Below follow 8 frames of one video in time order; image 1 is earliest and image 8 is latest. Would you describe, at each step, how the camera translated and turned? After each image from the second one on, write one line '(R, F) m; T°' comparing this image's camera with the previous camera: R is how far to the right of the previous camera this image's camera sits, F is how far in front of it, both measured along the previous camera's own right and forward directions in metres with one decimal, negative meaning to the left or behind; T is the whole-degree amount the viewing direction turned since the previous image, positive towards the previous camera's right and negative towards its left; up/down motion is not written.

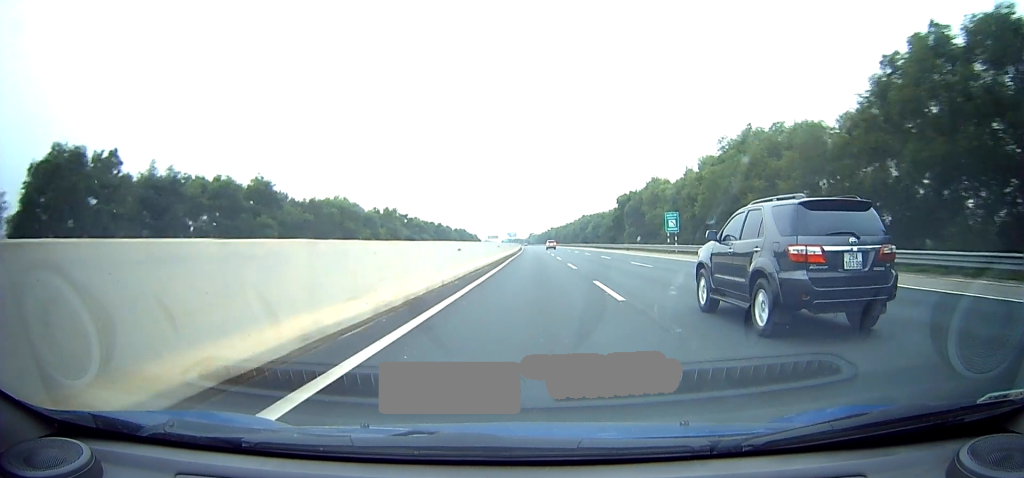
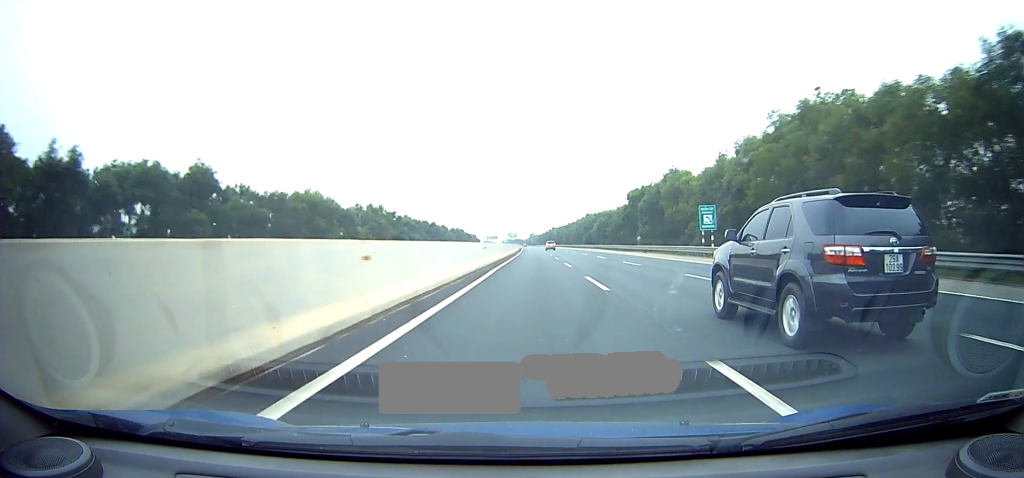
(+0.1, +12.3) m; -1°
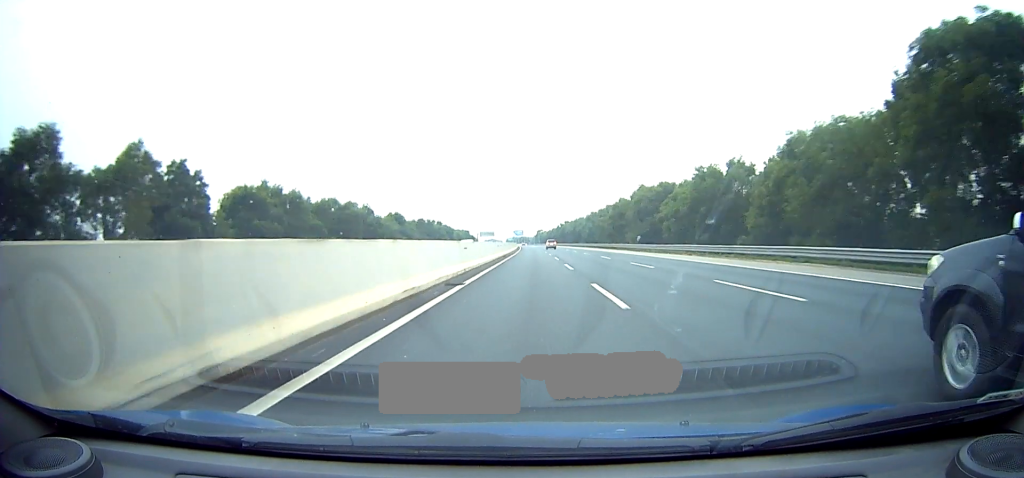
(-1.6, +77.9) m; -2°
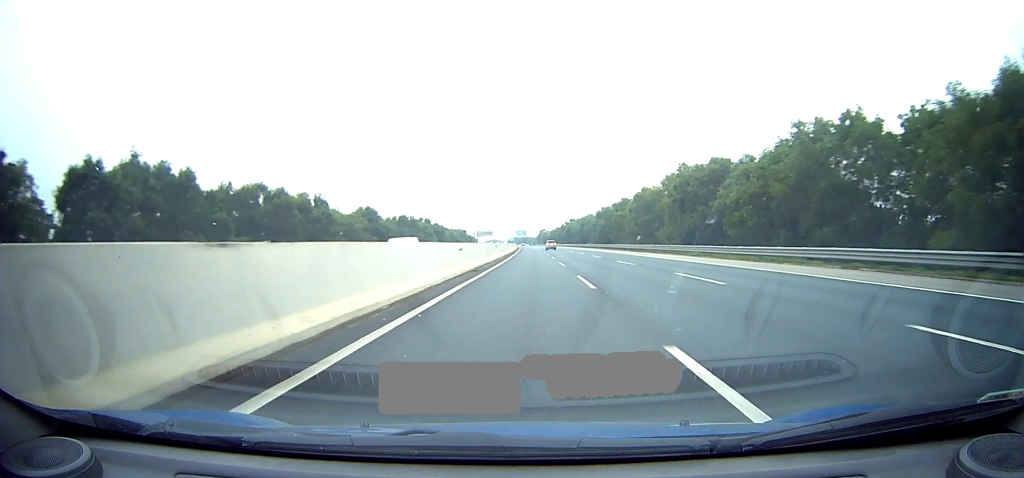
(-0.8, +25.2) m; +1°
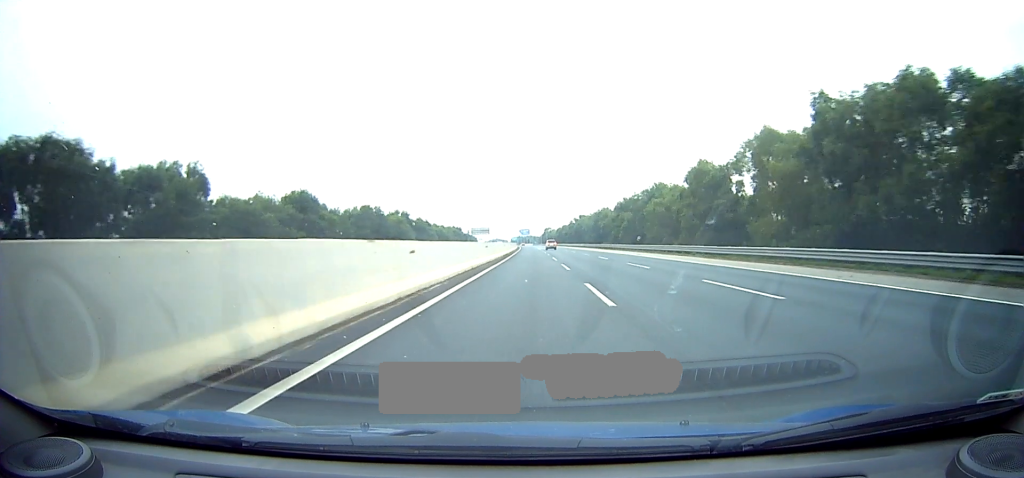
(+1.3, +32.2) m; -1°
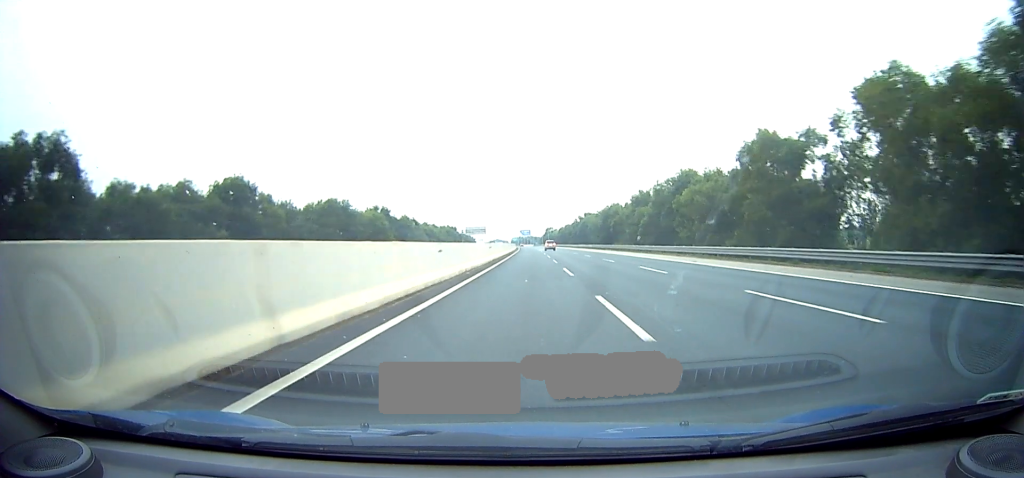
(-1.0, +17.4) m; -1°
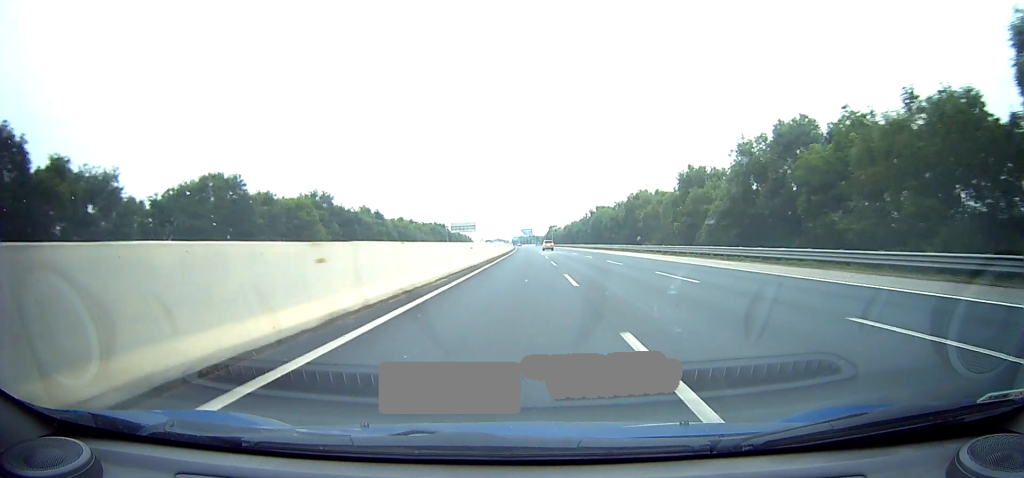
(0.0, +31.3) m; +2°
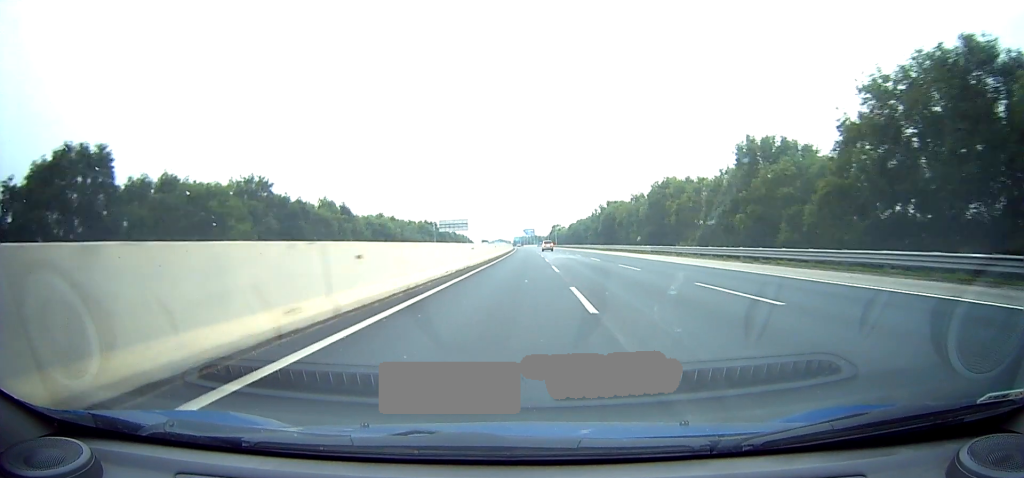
(+0.4, +18.5) m; +1°
